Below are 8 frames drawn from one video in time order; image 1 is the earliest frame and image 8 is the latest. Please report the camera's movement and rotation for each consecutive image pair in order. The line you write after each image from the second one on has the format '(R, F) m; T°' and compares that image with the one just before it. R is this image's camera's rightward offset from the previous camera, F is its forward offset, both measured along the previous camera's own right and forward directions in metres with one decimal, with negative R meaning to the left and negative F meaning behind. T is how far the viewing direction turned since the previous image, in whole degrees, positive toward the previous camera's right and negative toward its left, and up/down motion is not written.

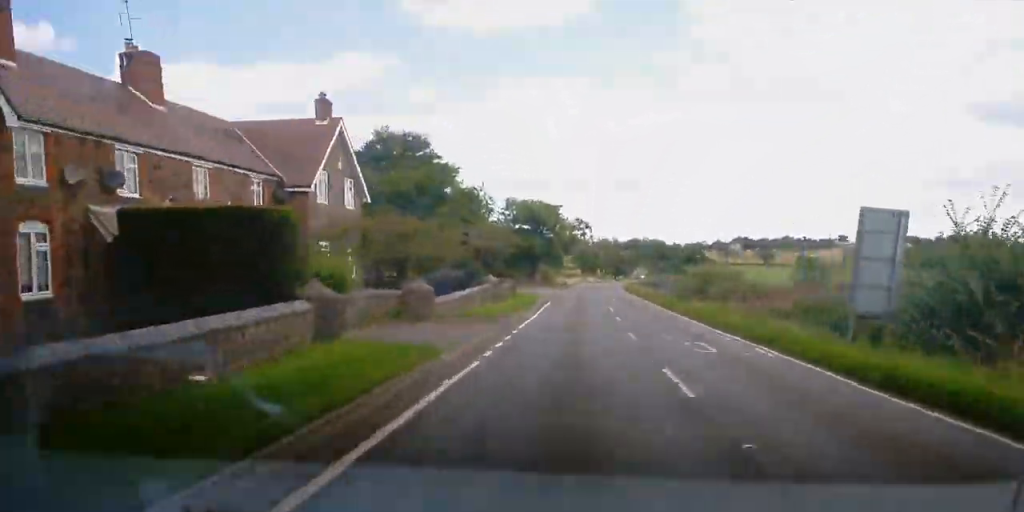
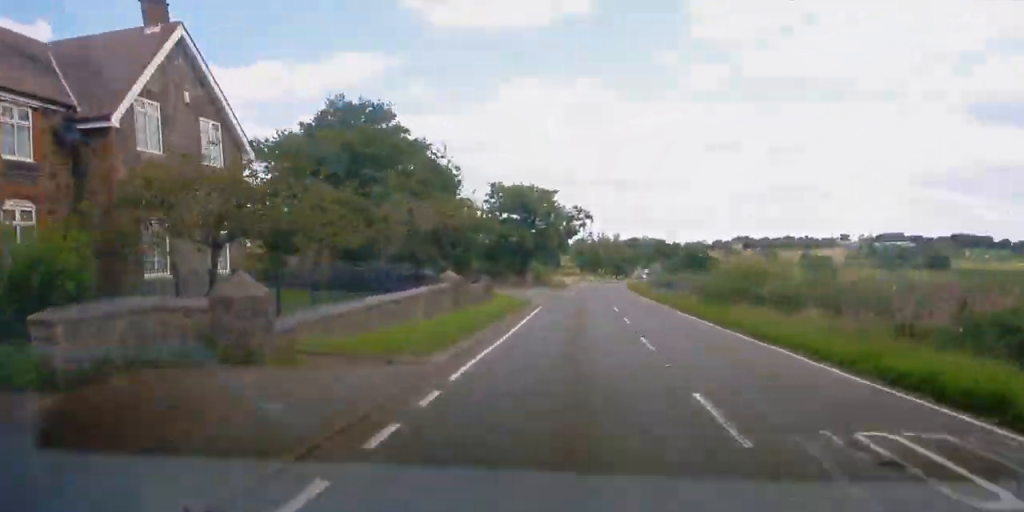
(+0.1, +12.0) m; 0°
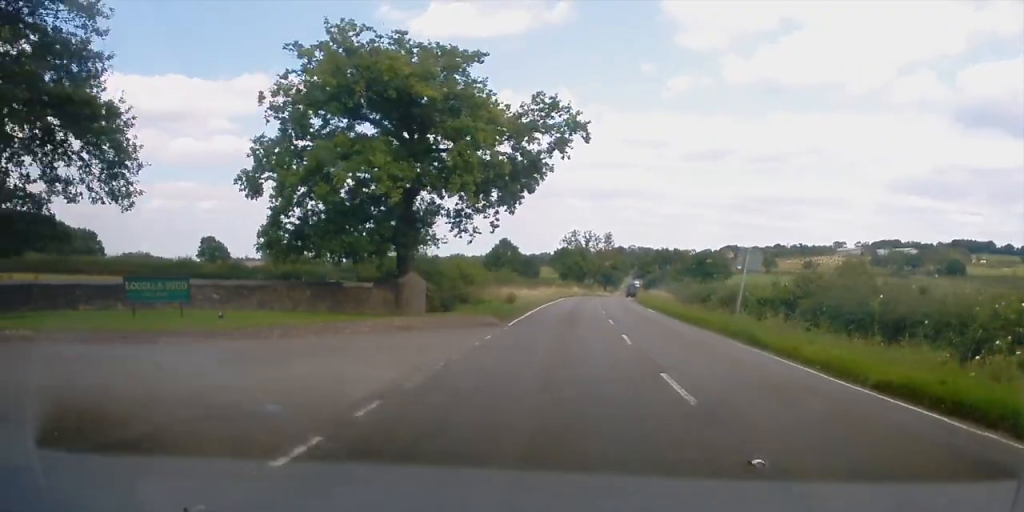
(0.0, +42.8) m; 0°
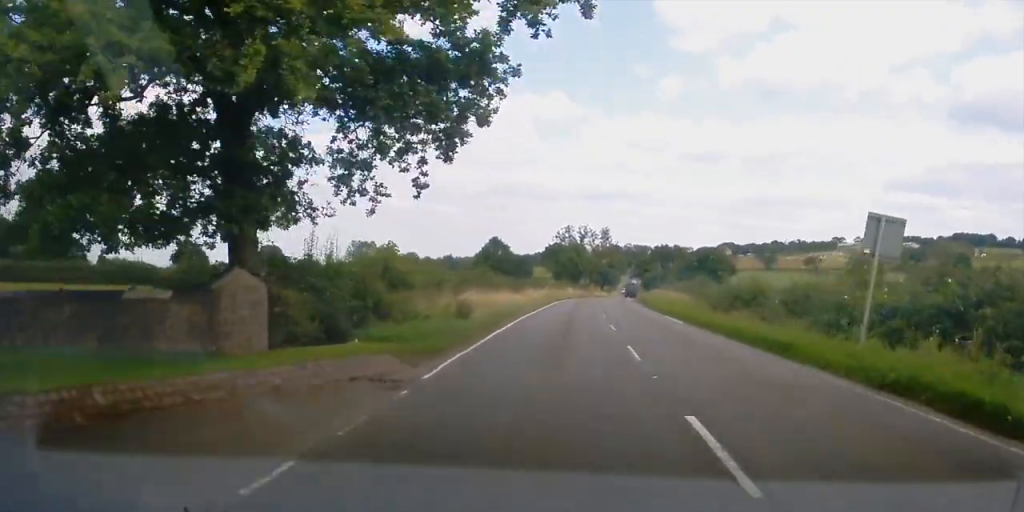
(0.0, +12.6) m; 0°
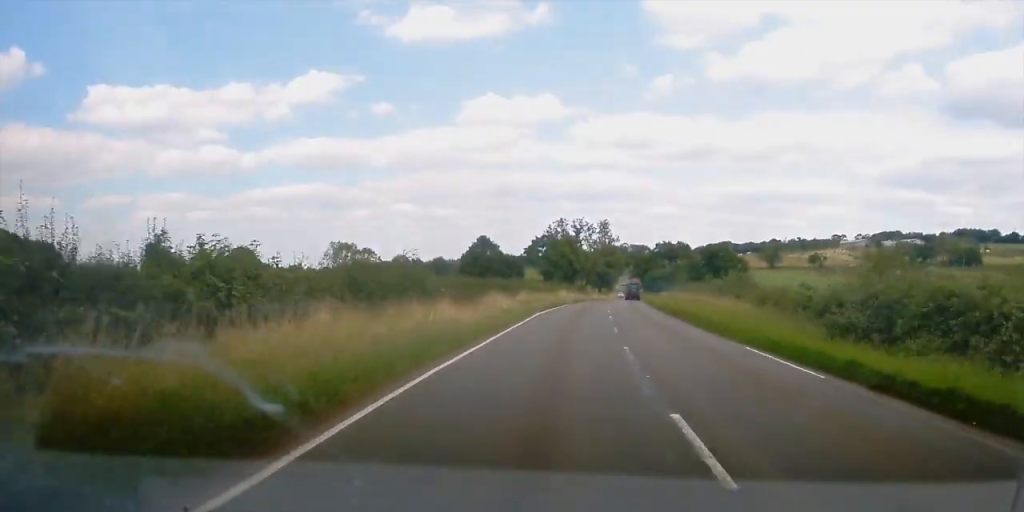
(0.0, +17.7) m; +1°
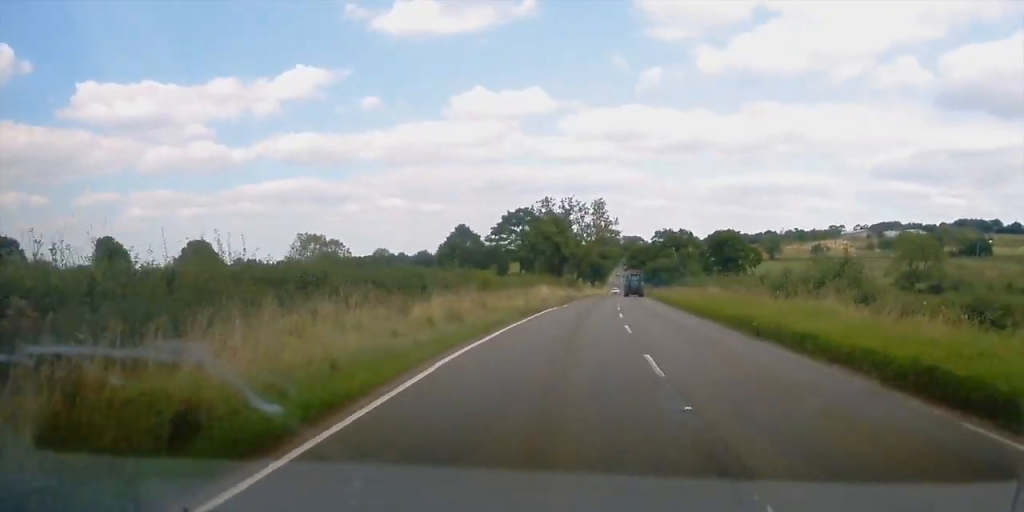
(+0.2, +21.4) m; +1°
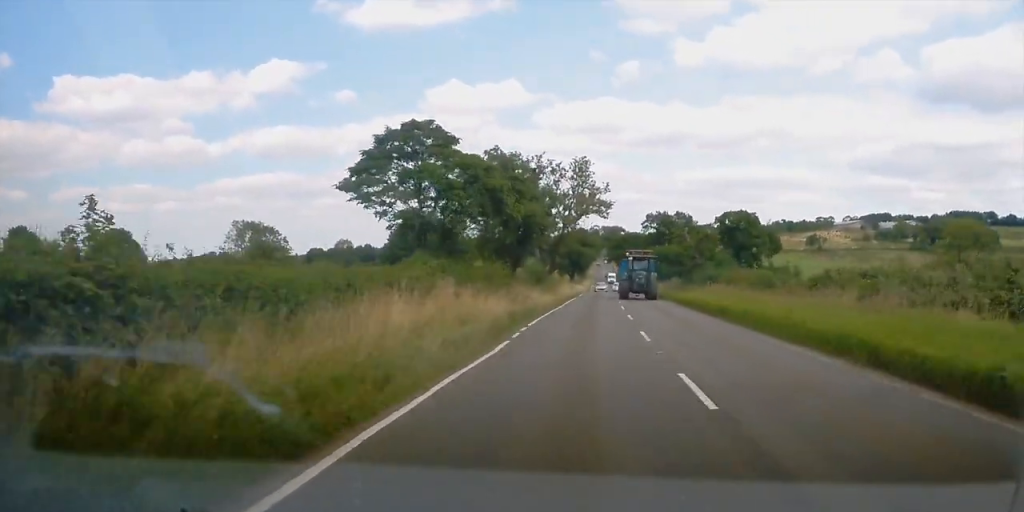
(+0.3, +30.0) m; +1°
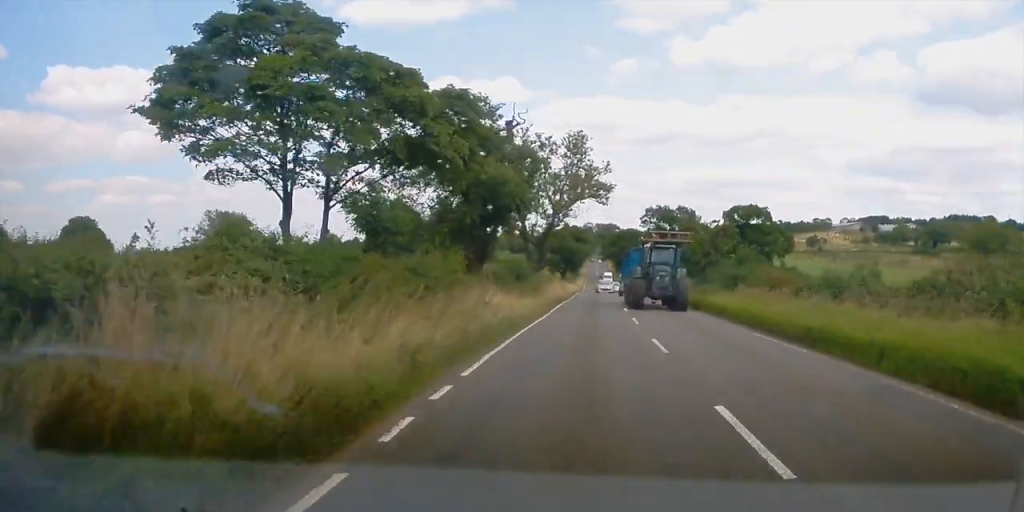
(+0.1, +12.6) m; 0°
